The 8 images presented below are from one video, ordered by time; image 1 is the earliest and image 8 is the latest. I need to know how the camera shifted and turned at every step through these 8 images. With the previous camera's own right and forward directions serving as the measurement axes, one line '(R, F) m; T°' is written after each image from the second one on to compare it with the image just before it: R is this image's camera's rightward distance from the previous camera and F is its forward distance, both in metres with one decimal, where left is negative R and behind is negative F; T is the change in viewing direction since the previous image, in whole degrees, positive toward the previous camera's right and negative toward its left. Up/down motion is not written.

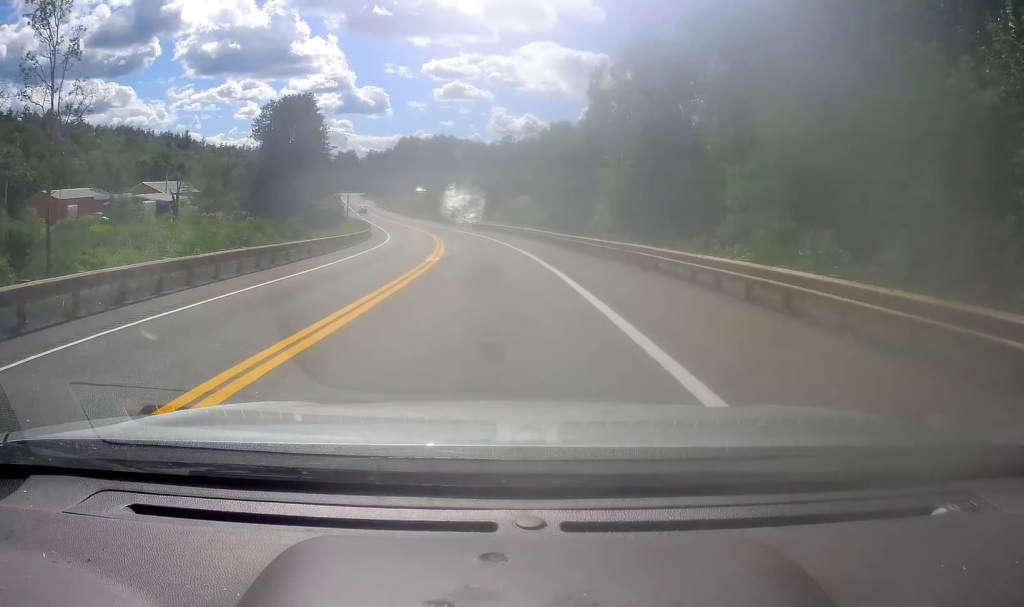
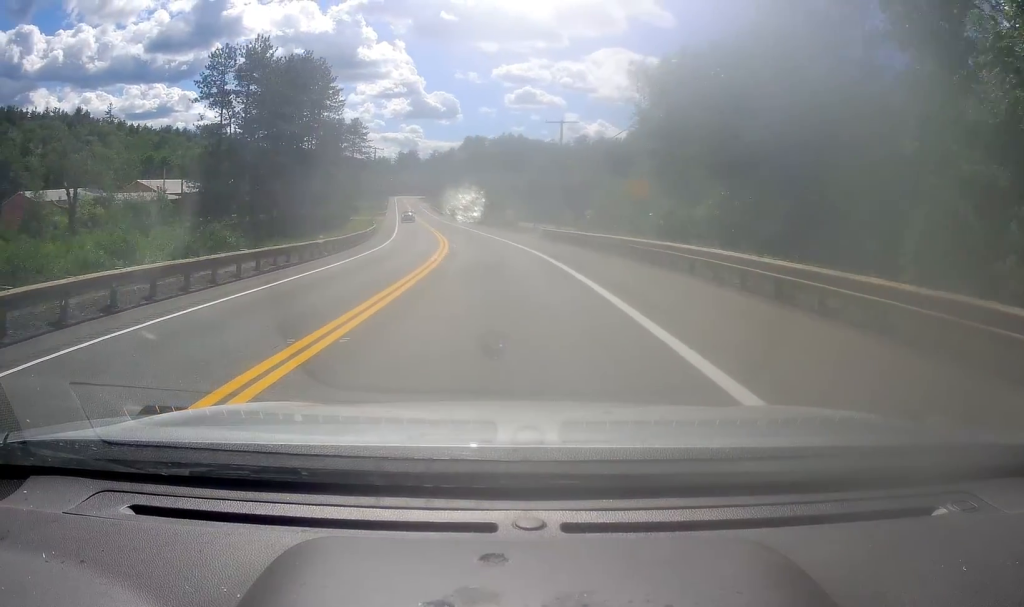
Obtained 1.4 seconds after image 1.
(-1.3, +32.4) m; -8°
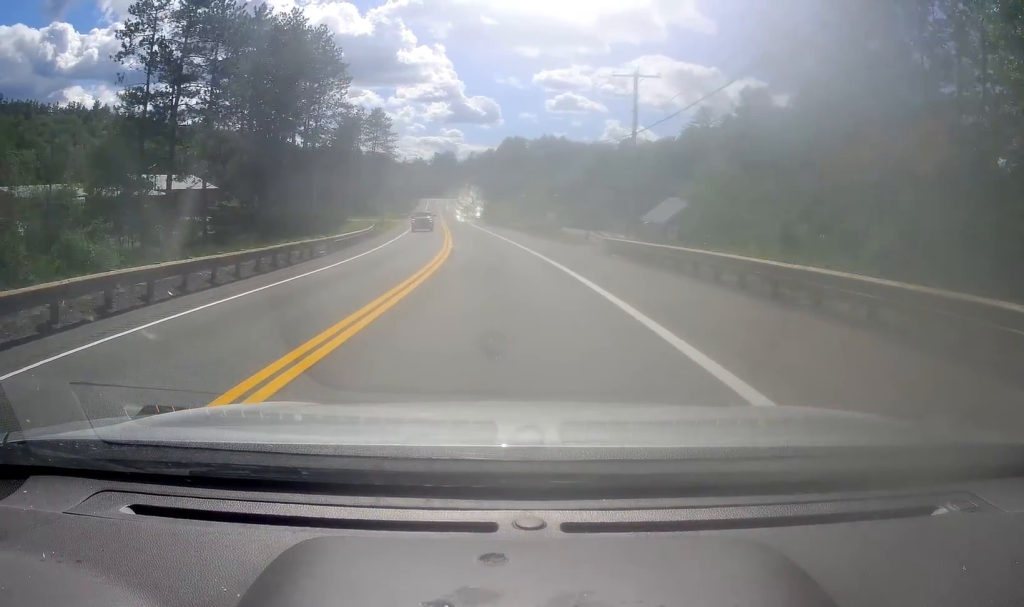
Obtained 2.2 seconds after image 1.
(-1.2, +18.2) m; -7°
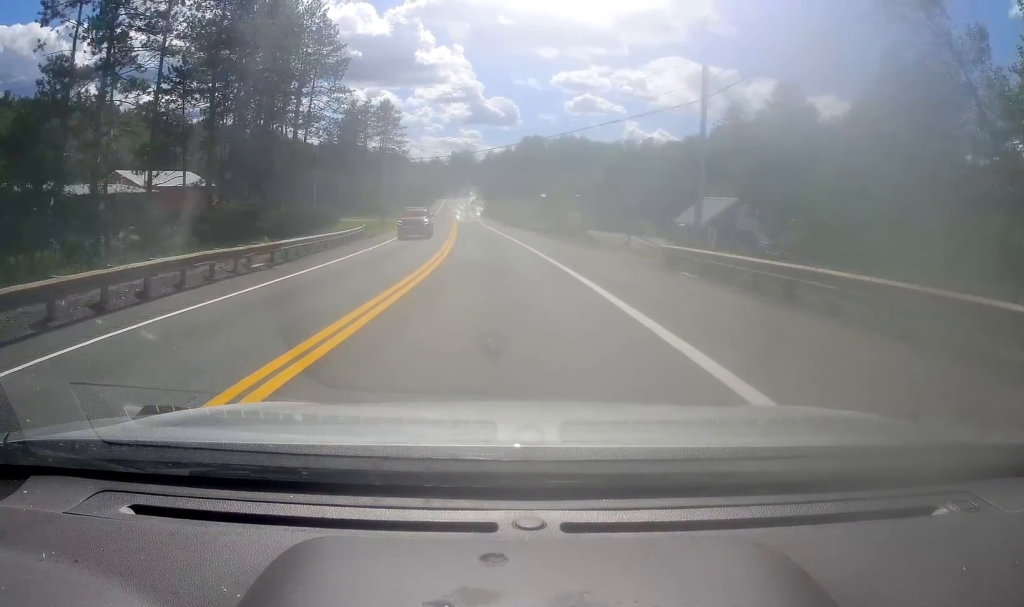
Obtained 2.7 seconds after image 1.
(-0.5, +10.6) m; -1°
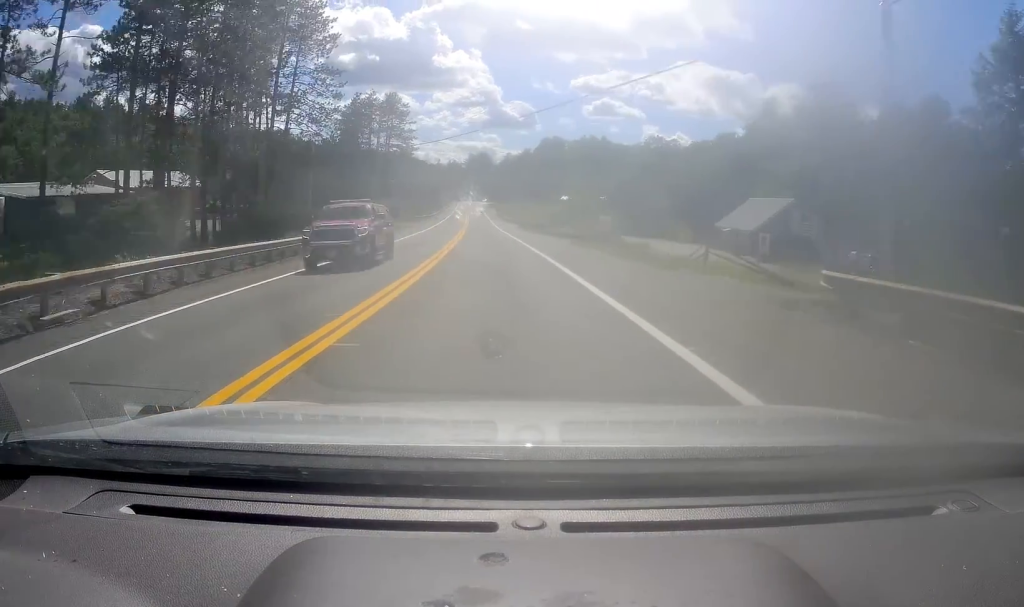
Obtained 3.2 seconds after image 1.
(-0.3, +11.4) m; -1°
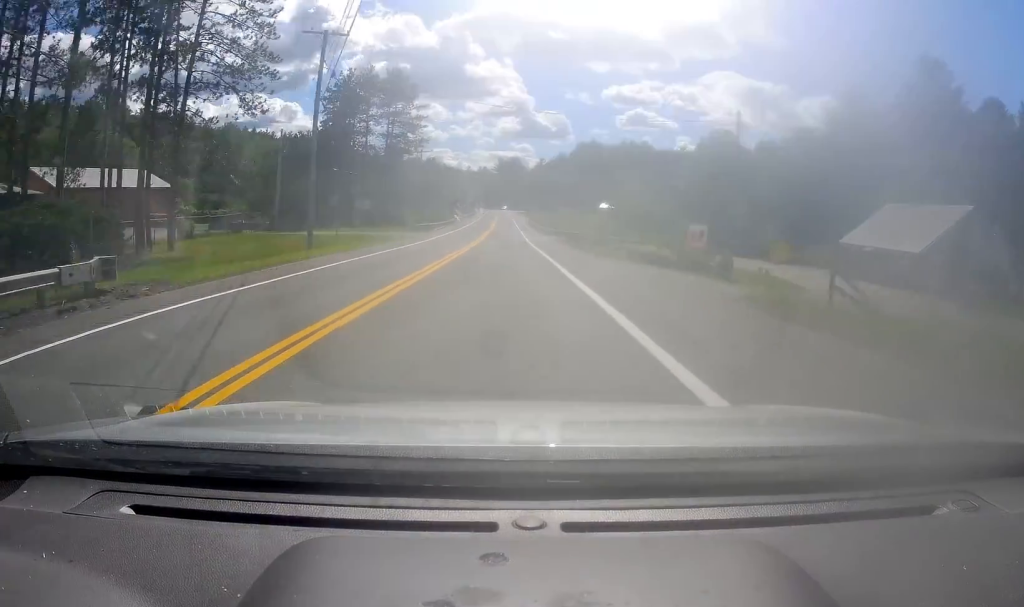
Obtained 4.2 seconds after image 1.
(-0.1, +23.7) m; -3°
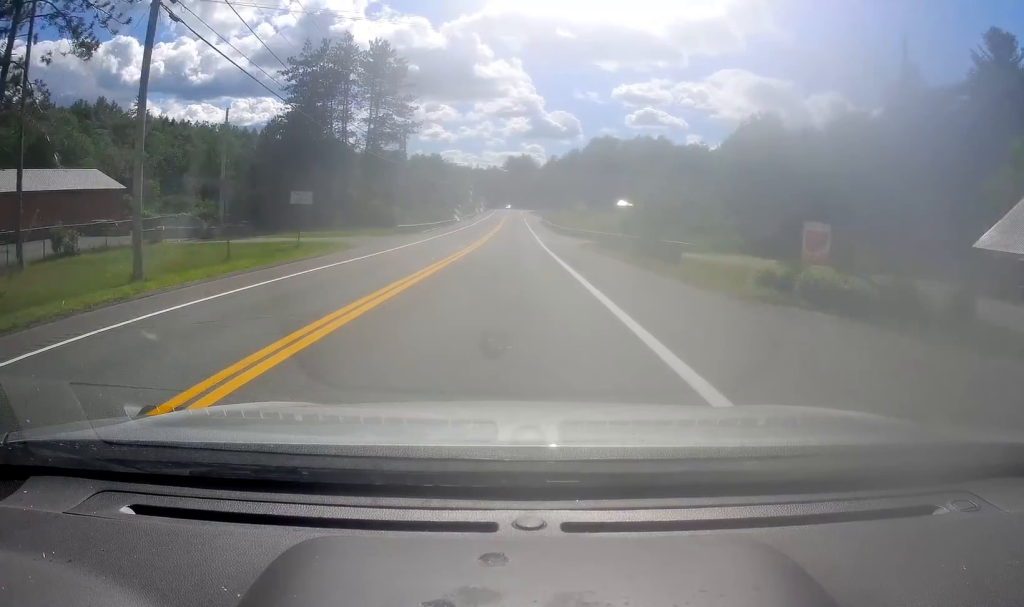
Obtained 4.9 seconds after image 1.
(-0.7, +16.4) m; -2°
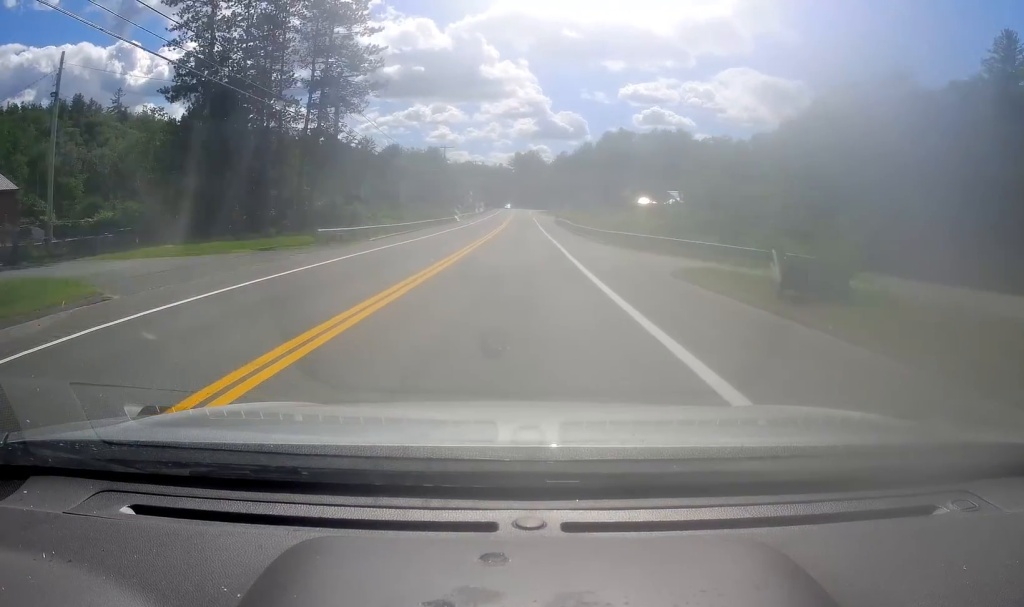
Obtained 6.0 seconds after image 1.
(-0.3, +24.3) m; 0°
